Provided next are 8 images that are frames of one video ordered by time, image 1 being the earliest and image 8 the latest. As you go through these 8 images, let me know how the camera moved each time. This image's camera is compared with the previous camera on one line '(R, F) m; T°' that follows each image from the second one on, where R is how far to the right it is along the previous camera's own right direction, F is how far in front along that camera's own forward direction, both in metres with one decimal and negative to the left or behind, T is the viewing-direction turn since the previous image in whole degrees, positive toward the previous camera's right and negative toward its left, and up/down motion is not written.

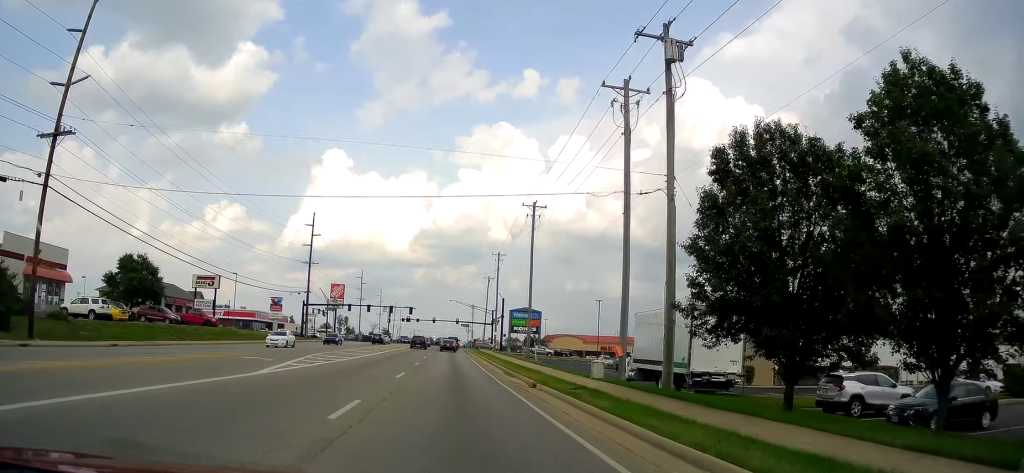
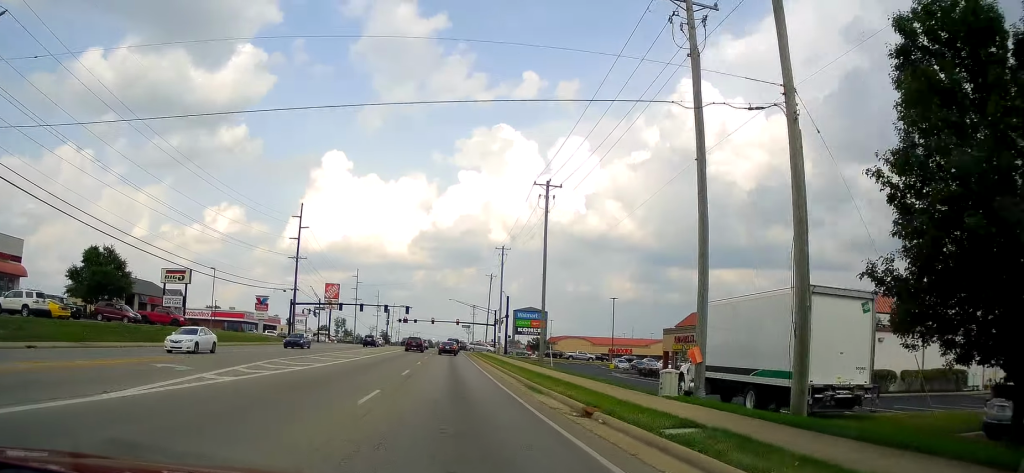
(0.0, +9.3) m; 0°
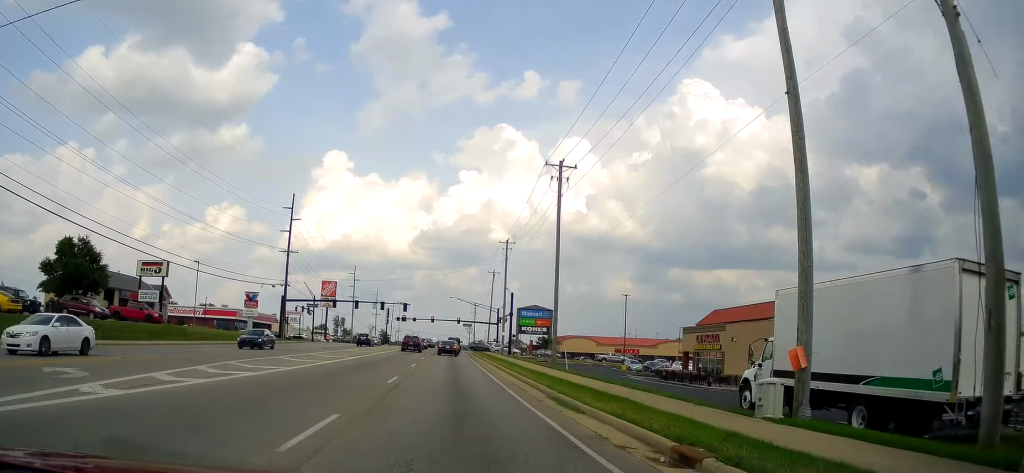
(0.0, +6.6) m; 0°
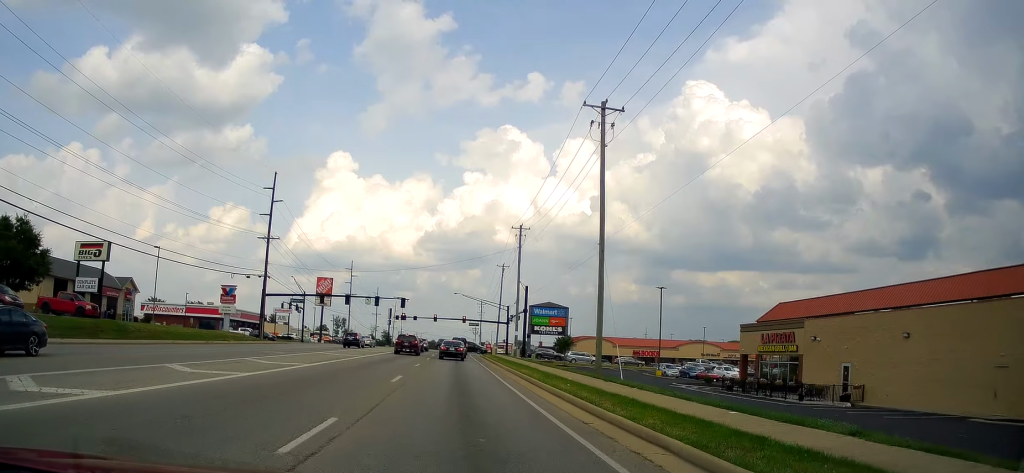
(-0.1, +14.2) m; -2°
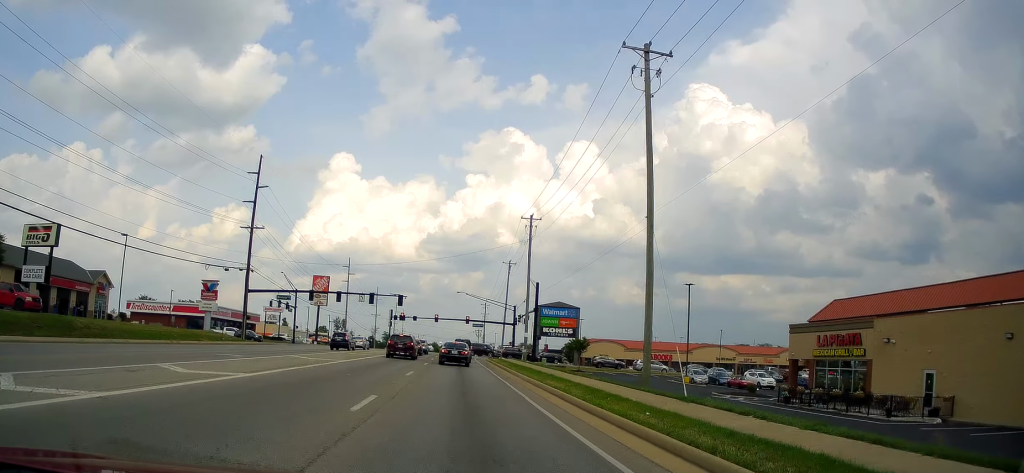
(-0.3, +9.6) m; +1°
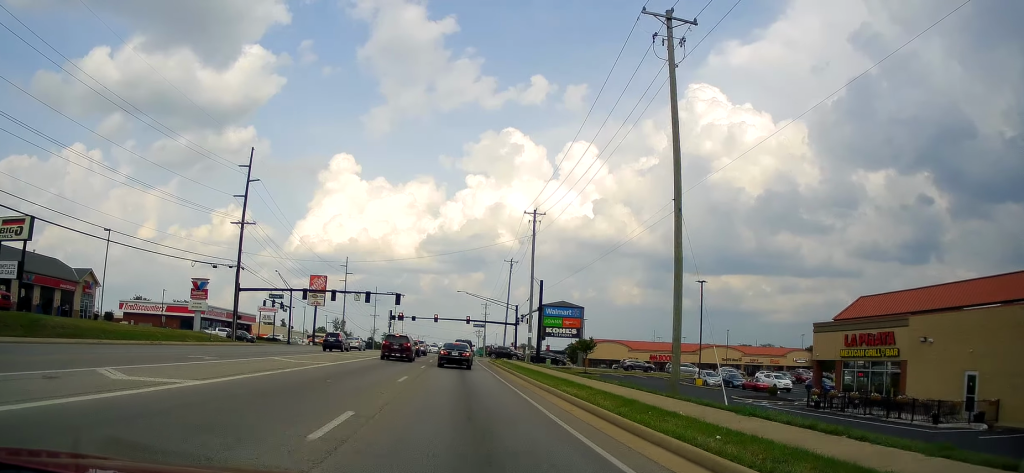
(+0.2, +3.9) m; +1°
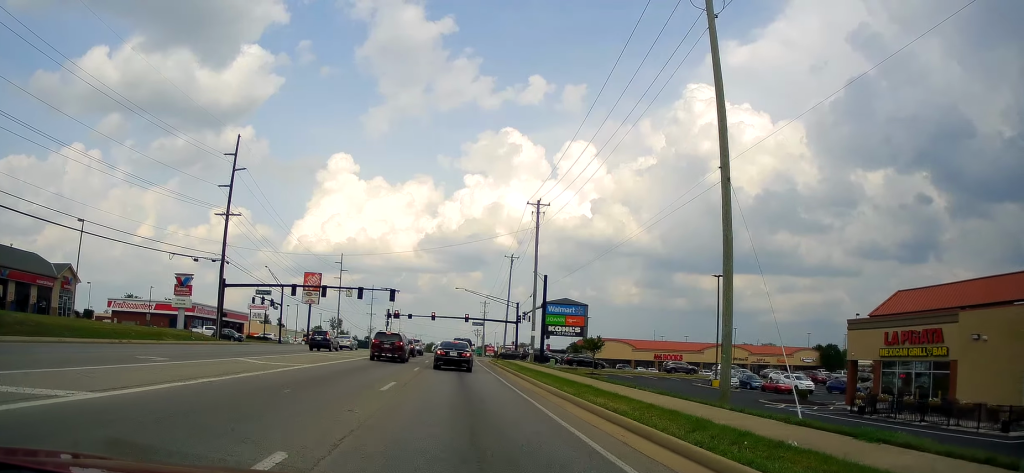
(+0.2, +5.4) m; +2°
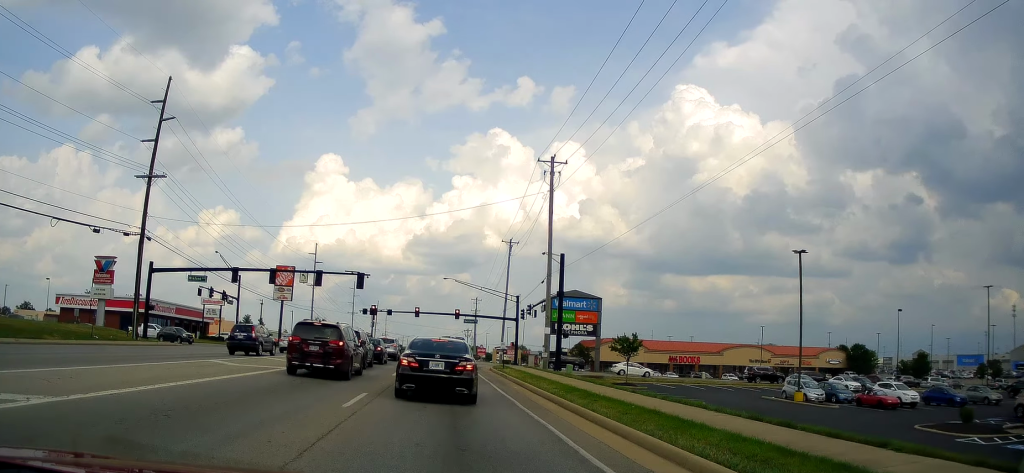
(-1.6, +20.8) m; -1°
